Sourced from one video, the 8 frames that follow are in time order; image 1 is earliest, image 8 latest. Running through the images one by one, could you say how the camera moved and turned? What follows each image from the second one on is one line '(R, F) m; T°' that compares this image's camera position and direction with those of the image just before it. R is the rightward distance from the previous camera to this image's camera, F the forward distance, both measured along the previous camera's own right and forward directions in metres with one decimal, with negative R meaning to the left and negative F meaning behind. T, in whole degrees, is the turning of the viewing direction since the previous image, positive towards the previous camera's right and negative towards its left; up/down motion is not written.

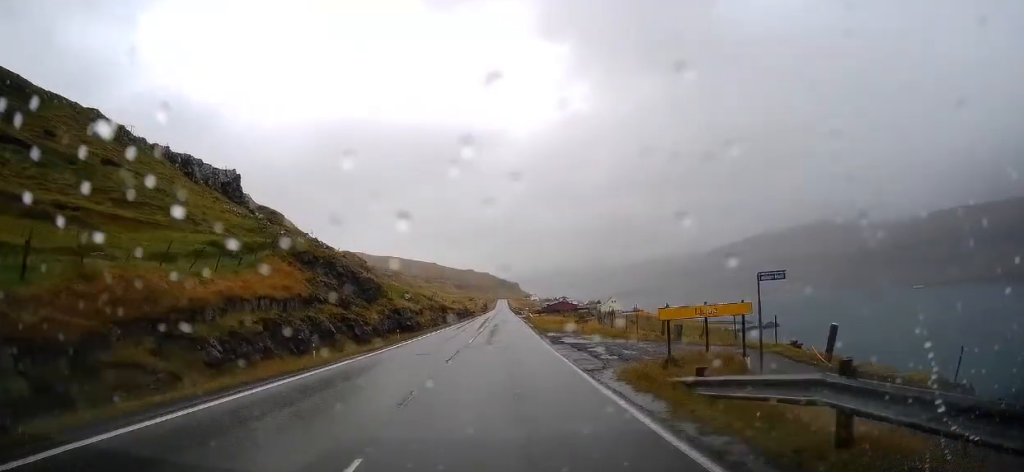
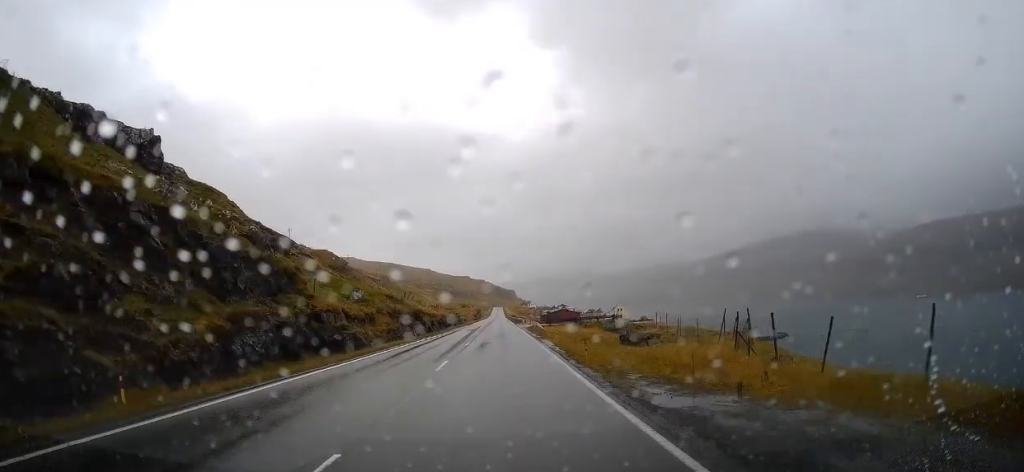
(+0.9, +24.8) m; +4°
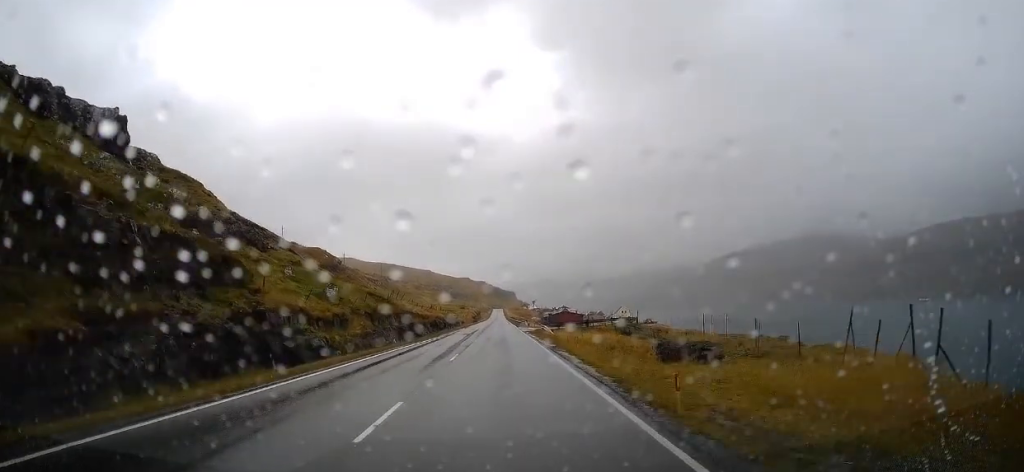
(+0.3, +8.3) m; +1°
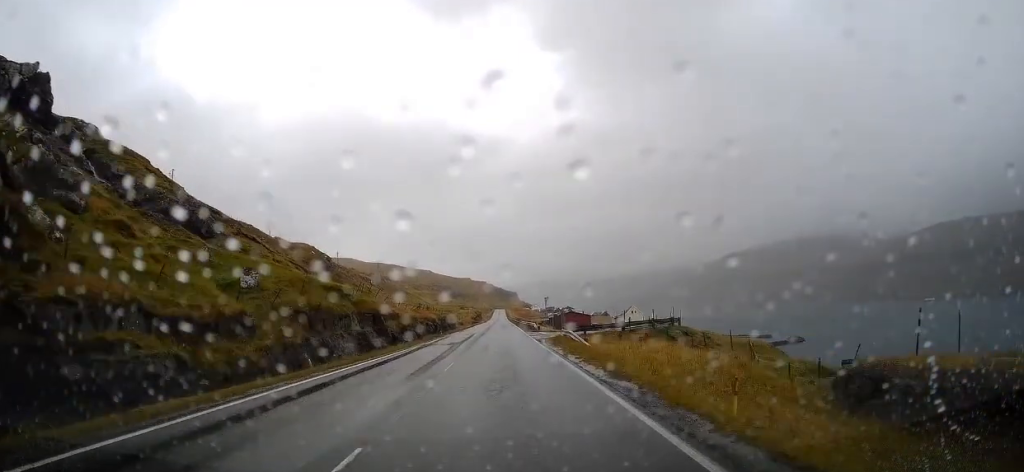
(-0.1, +15.2) m; 0°
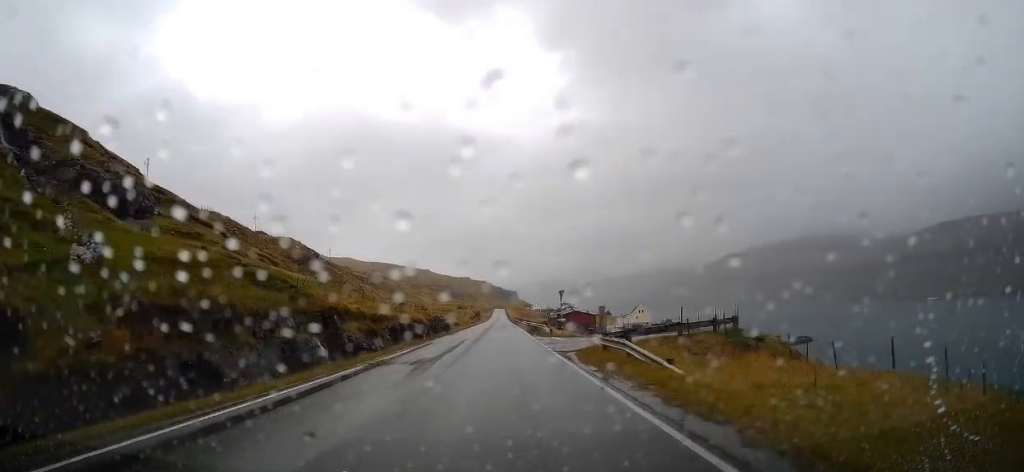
(+0.1, +12.9) m; 0°
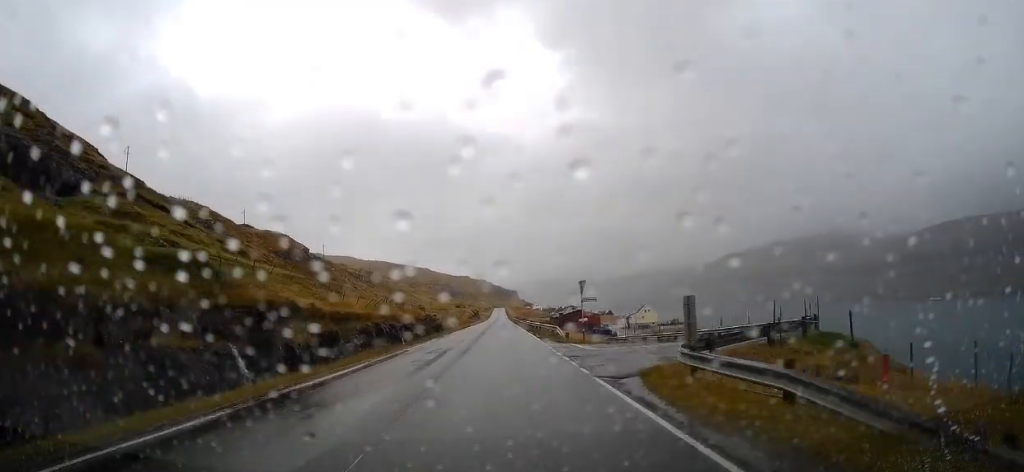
(-0.1, +9.8) m; 0°
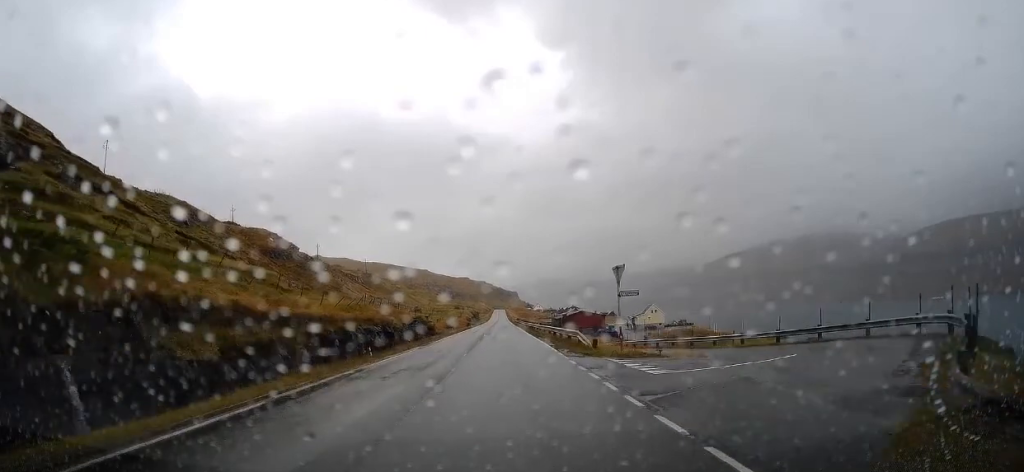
(0.0, +9.0) m; +1°
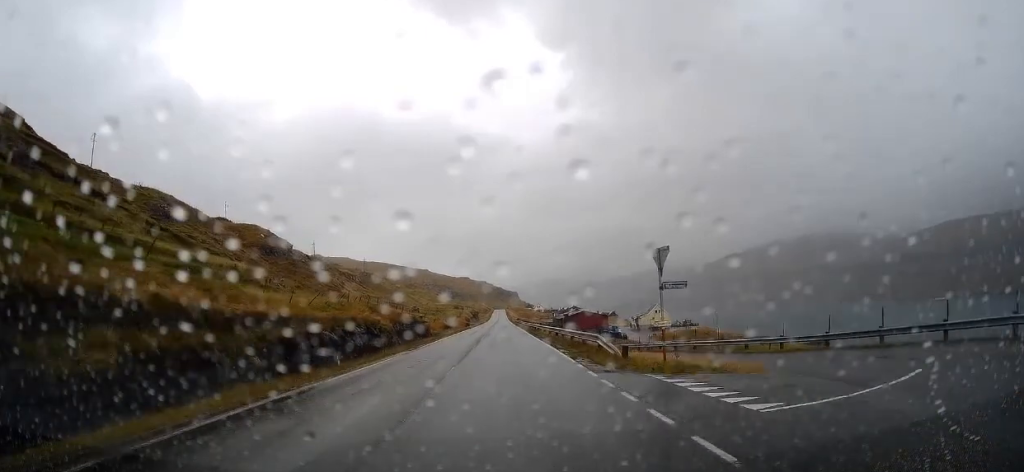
(0.0, +5.3) m; 0°
